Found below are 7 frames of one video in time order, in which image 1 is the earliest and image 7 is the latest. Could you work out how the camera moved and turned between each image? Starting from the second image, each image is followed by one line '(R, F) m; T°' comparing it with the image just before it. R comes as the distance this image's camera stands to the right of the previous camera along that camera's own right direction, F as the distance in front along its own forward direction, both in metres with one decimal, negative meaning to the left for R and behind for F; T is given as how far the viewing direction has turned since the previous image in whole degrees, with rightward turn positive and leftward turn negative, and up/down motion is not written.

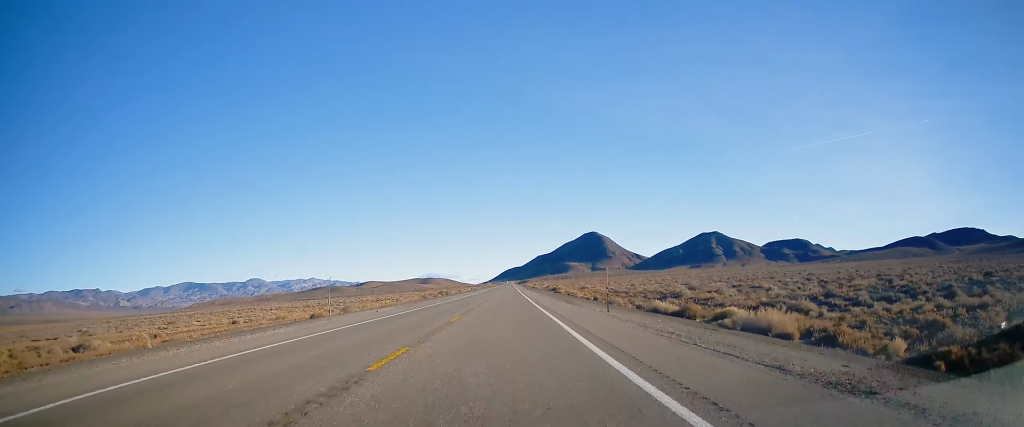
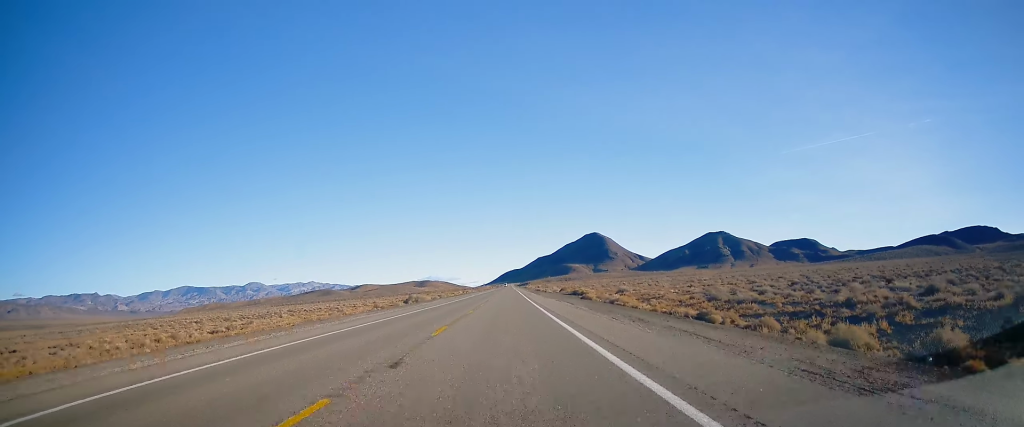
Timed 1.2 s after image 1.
(0.0, +42.2) m; 0°
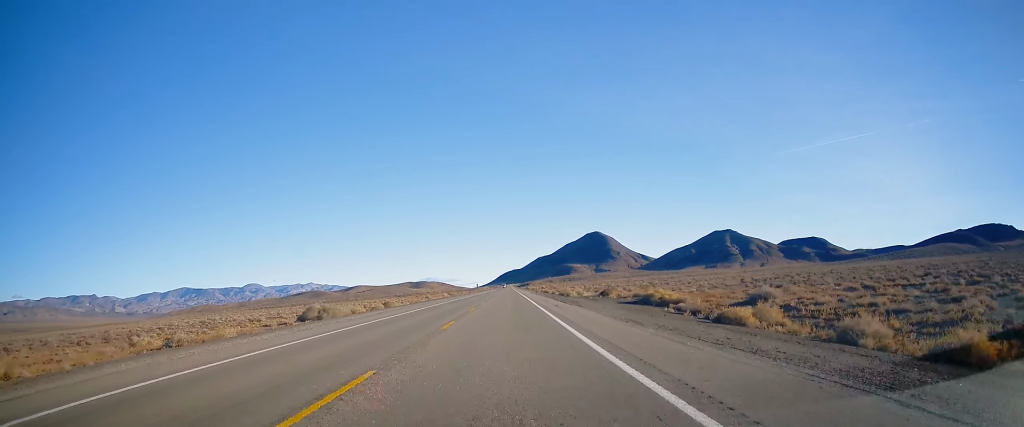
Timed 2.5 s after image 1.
(-0.2, +47.5) m; 0°
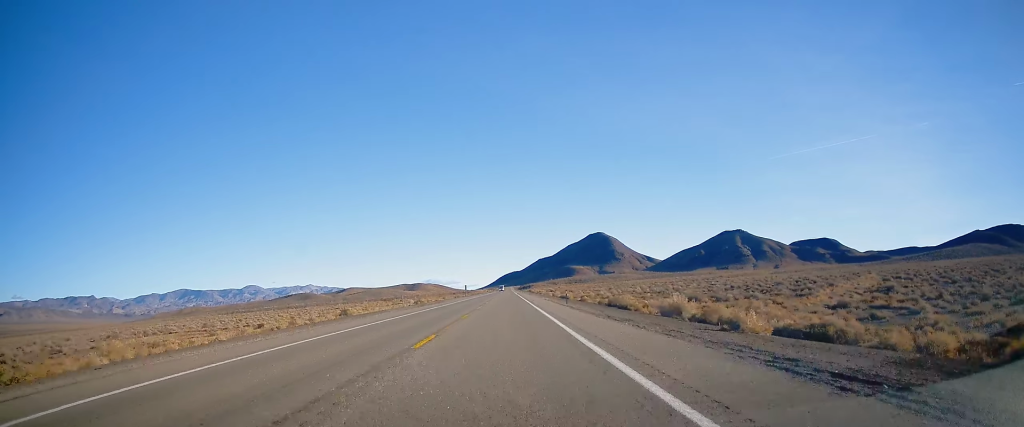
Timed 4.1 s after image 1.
(+0.6, +54.6) m; +1°
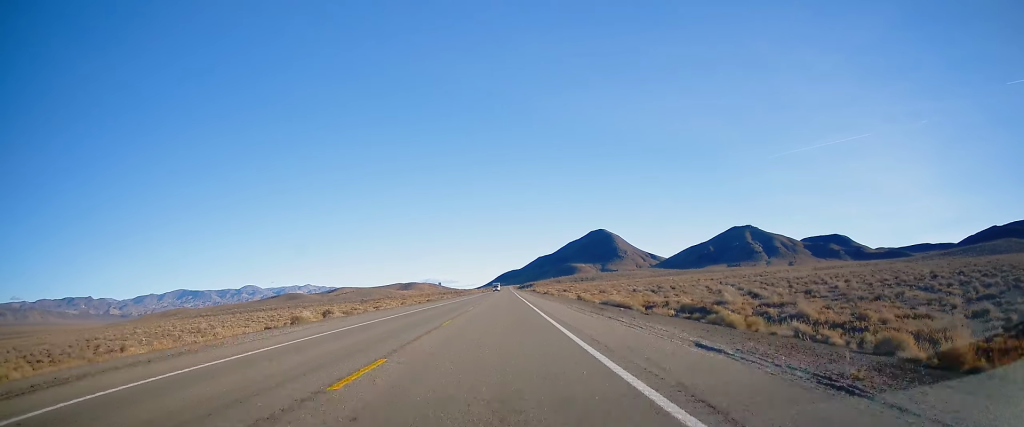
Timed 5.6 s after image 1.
(-0.5, +54.3) m; -1°
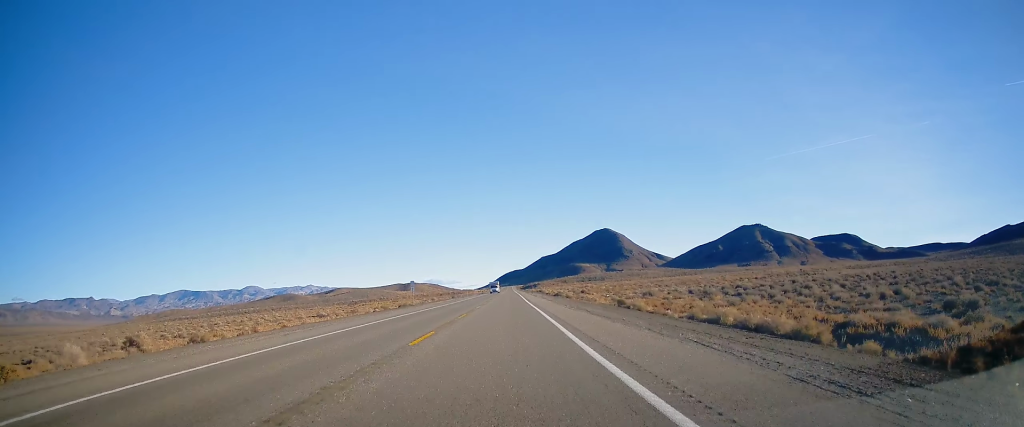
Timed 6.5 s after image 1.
(0.0, +30.7) m; 0°
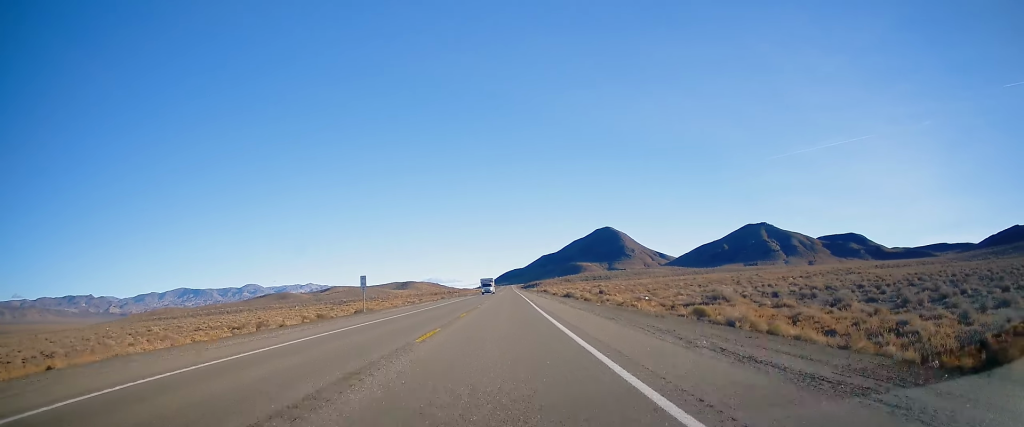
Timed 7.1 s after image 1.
(0.0, +23.7) m; 0°
